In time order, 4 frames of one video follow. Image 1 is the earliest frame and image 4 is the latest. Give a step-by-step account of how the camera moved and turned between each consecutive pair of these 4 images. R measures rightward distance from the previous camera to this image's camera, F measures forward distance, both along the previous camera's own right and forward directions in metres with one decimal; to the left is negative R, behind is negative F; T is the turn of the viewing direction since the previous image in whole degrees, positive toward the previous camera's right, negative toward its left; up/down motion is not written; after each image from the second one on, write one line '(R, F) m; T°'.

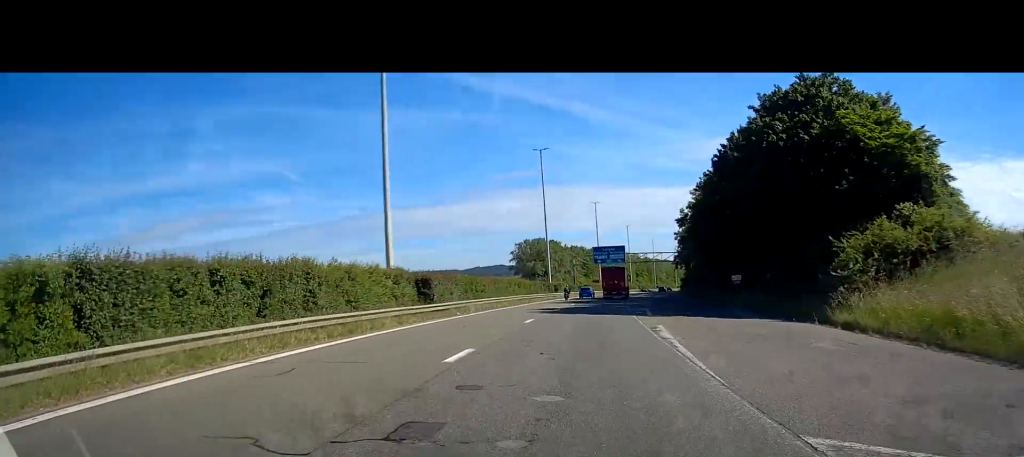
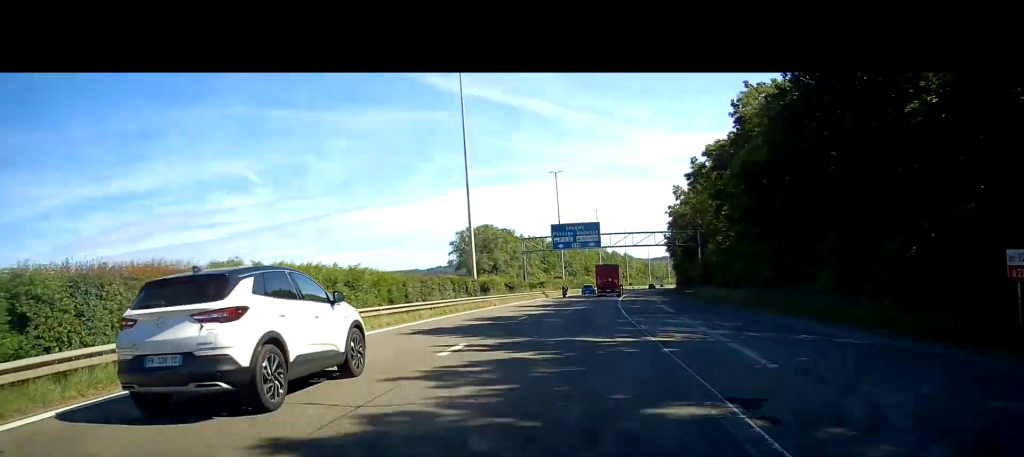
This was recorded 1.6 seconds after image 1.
(+0.9, +37.6) m; +4°
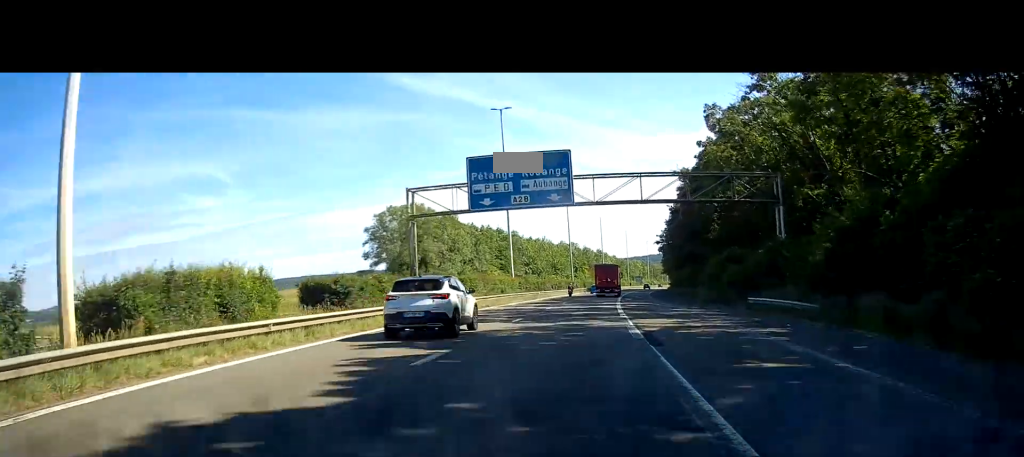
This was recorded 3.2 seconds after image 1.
(+1.6, +40.6) m; +3°
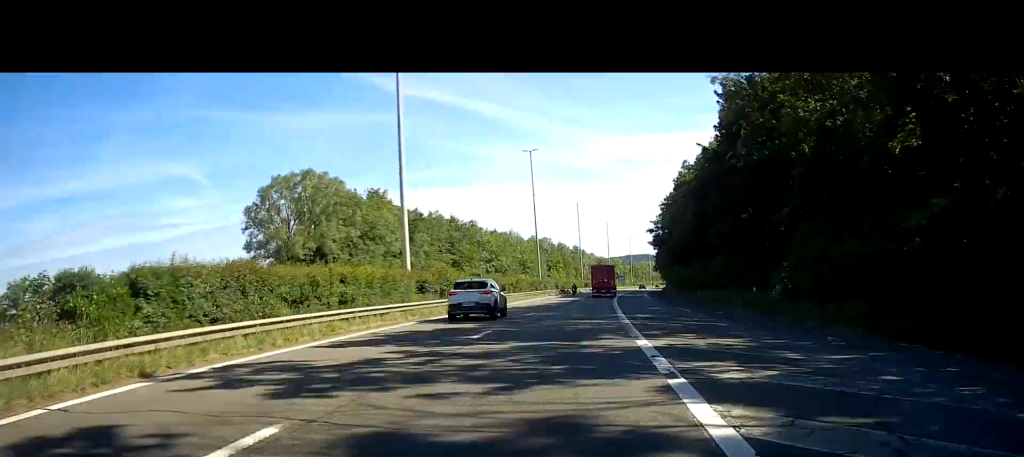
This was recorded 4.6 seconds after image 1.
(+0.3, +33.7) m; +1°
